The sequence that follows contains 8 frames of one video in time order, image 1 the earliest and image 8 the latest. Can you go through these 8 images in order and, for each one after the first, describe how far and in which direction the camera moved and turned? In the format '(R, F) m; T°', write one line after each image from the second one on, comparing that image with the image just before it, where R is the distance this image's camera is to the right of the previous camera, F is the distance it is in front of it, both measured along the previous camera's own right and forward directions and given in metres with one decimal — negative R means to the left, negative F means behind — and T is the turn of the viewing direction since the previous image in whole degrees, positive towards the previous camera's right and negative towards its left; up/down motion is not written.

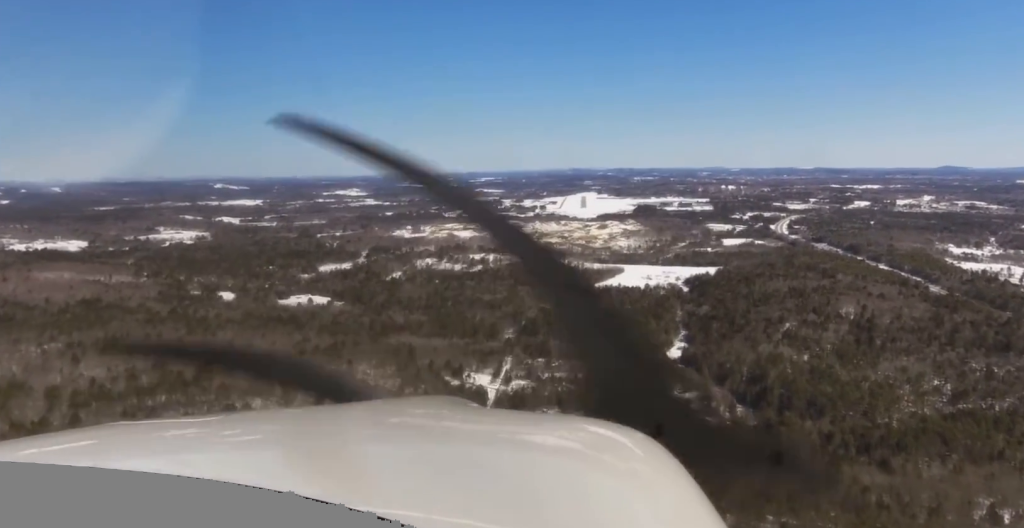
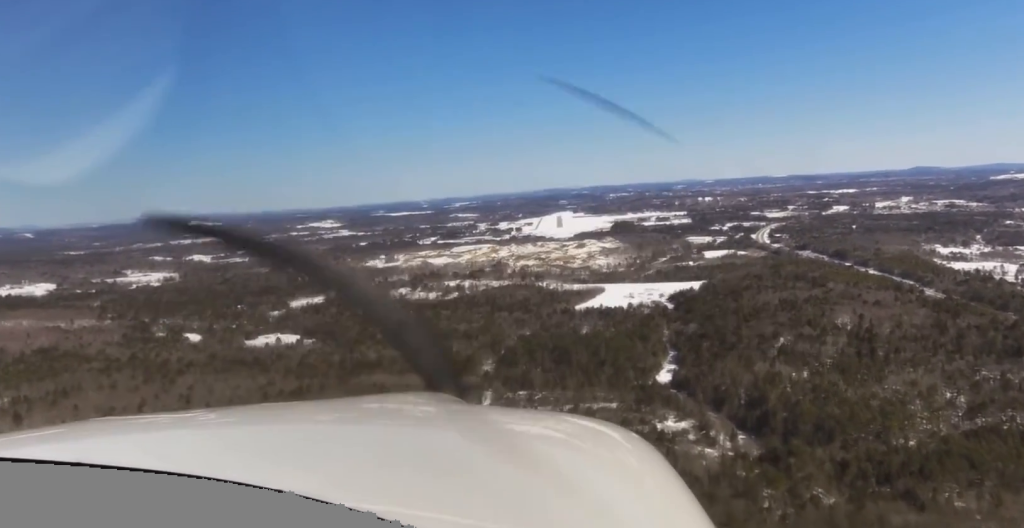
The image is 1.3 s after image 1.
(0.0, +52.3) m; 0°
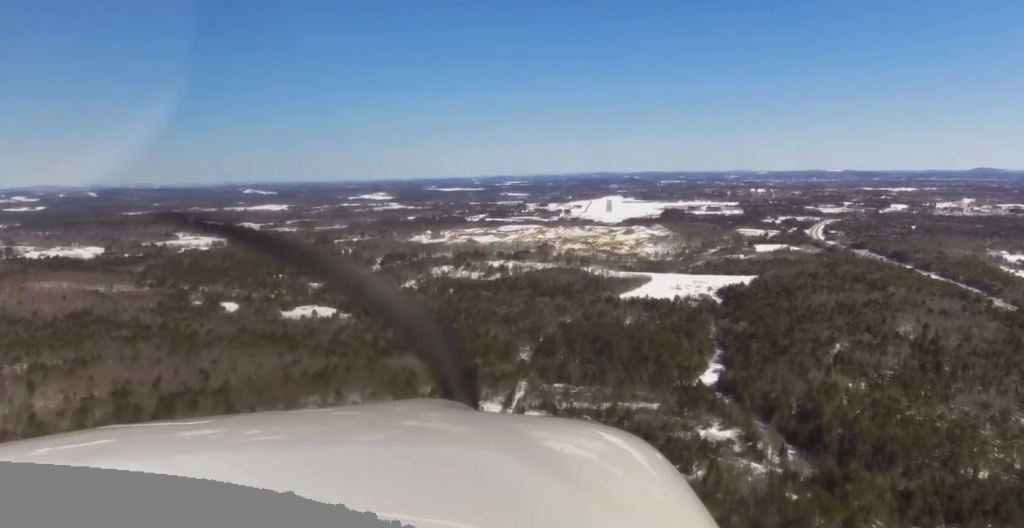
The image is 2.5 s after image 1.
(0.0, +52.2) m; 0°
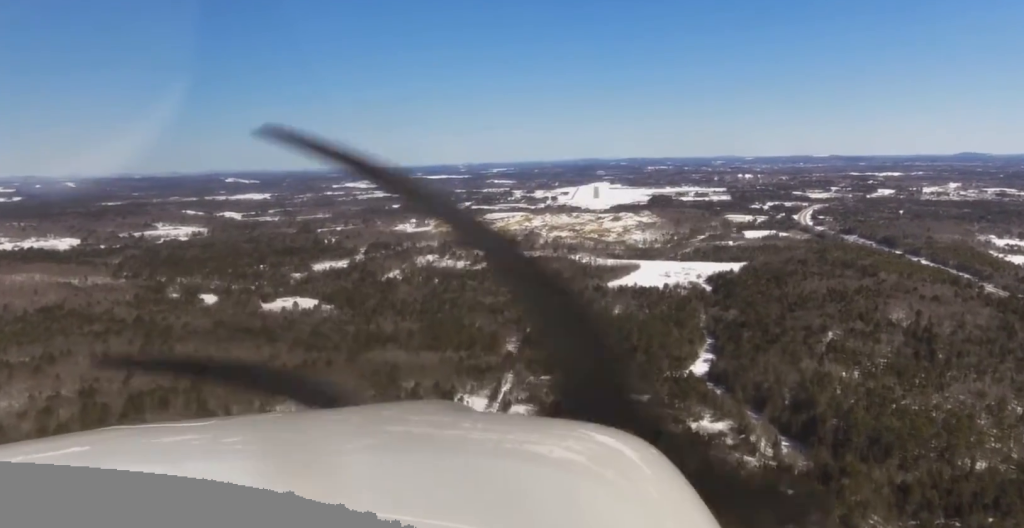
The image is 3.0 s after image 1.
(0.0, +20.5) m; 0°
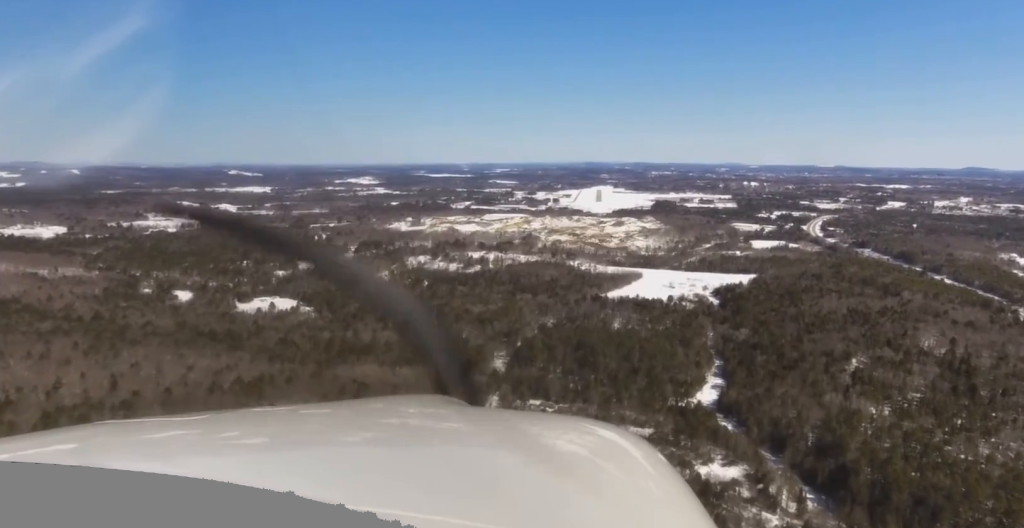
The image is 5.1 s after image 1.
(0.0, +84.3) m; +1°
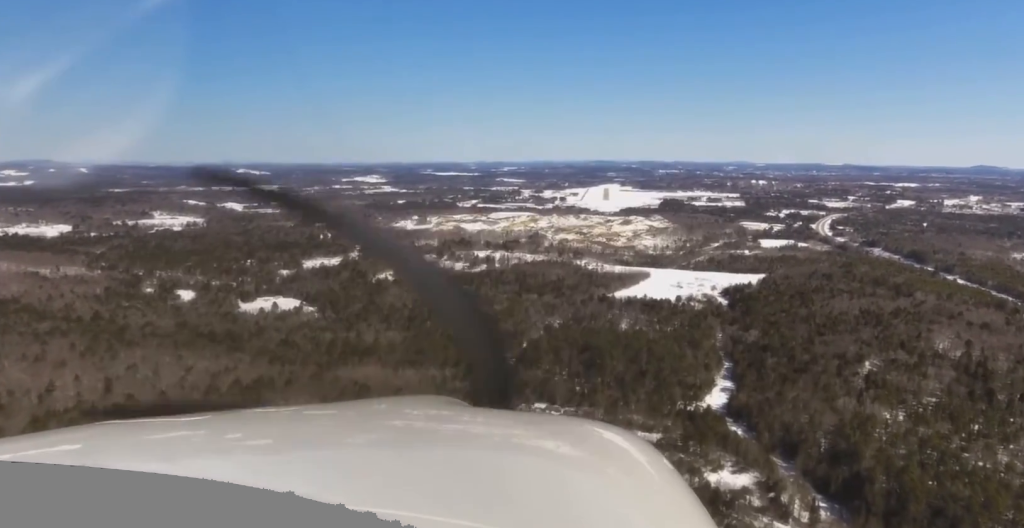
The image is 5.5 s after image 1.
(0.0, +16.1) m; 0°
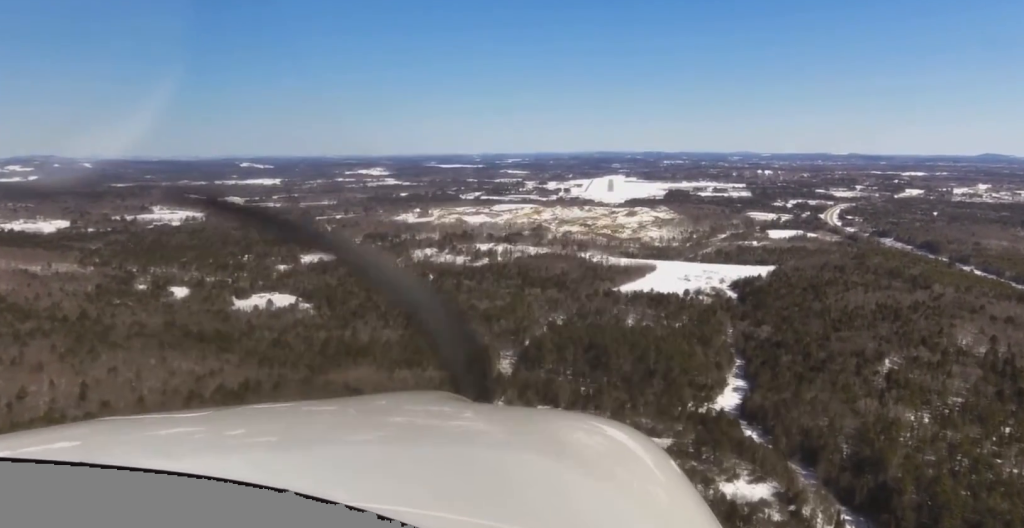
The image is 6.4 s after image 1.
(+0.7, +34.8) m; -1°
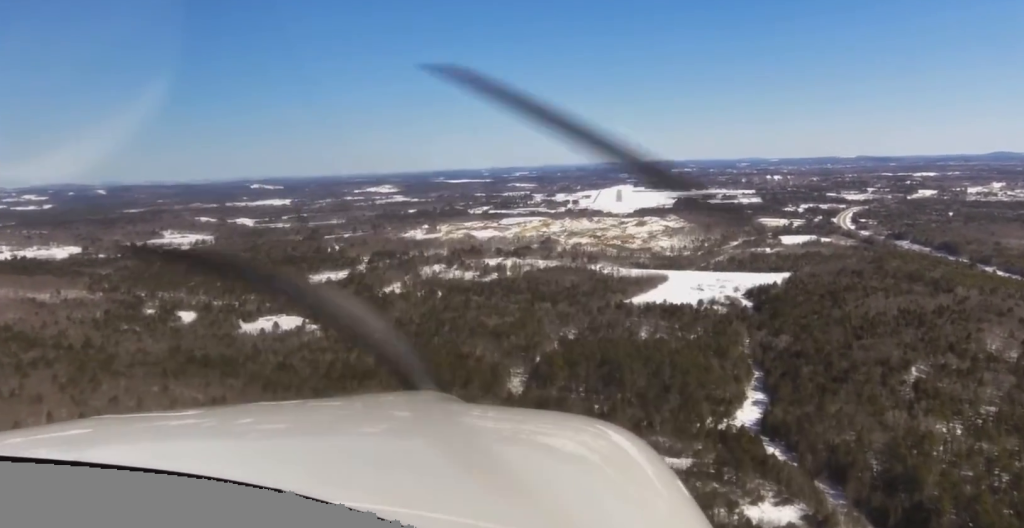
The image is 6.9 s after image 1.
(-0.9, +22.8) m; -1°
